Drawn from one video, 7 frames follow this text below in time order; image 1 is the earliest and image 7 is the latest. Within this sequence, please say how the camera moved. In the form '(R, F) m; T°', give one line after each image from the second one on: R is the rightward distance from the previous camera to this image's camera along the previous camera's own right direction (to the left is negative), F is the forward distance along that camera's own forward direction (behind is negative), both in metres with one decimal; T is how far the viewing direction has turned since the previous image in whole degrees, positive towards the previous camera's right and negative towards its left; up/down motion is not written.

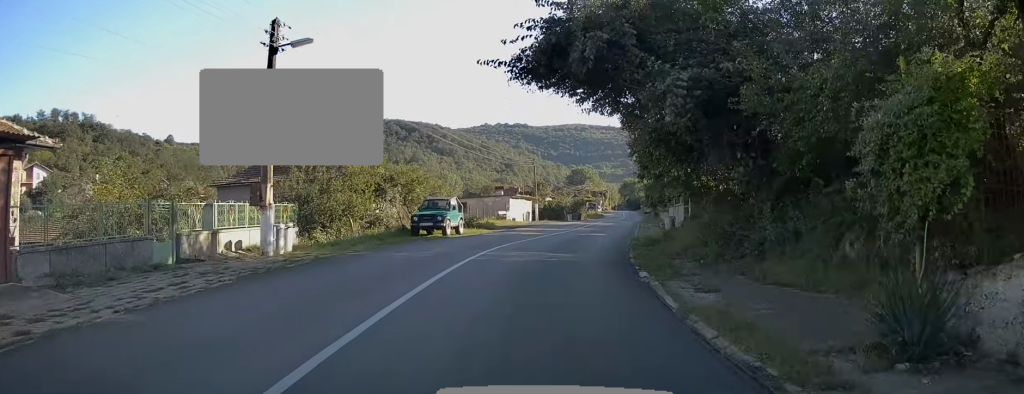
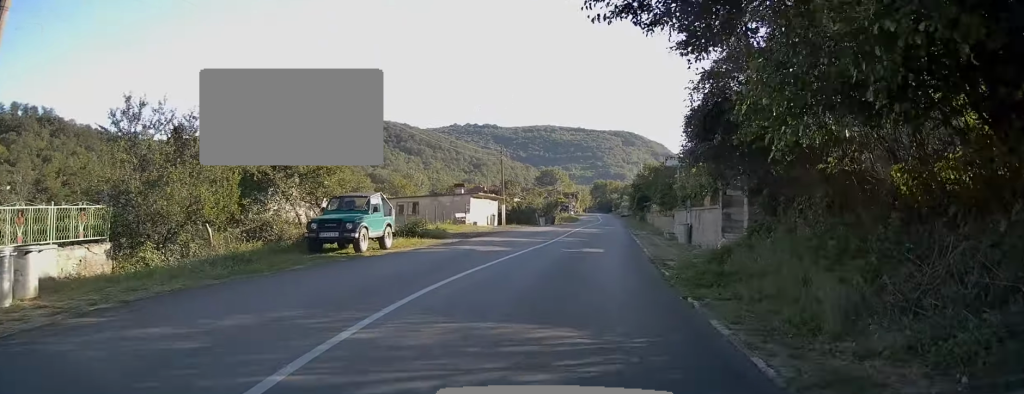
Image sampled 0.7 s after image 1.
(0.0, +9.5) m; +2°
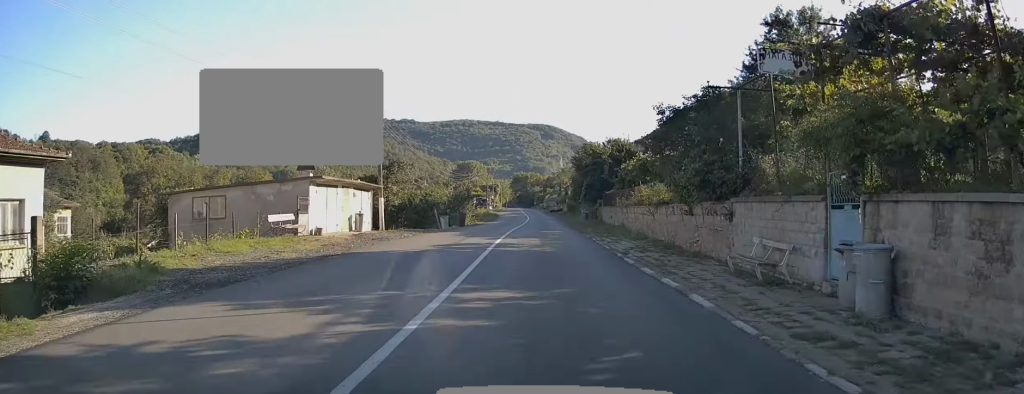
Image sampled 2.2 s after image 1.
(+1.1, +18.4) m; +6°
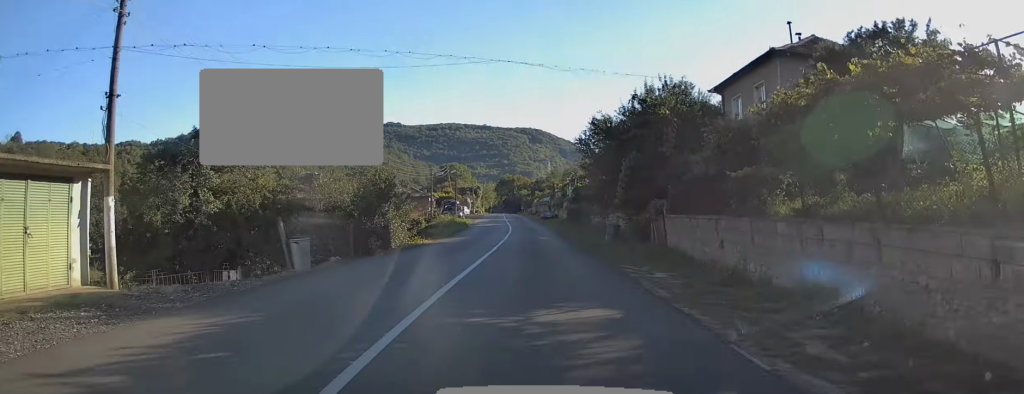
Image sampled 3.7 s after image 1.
(+0.6, +20.9) m; +2°
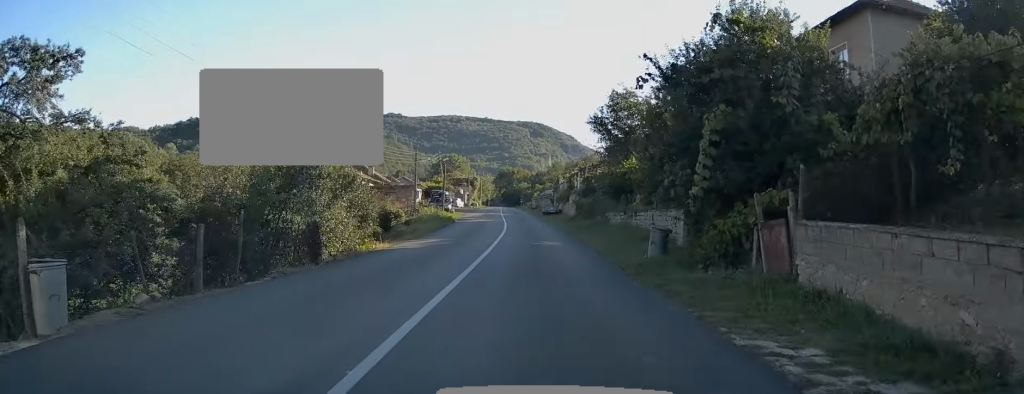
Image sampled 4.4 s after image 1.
(-0.1, +8.6) m; 0°
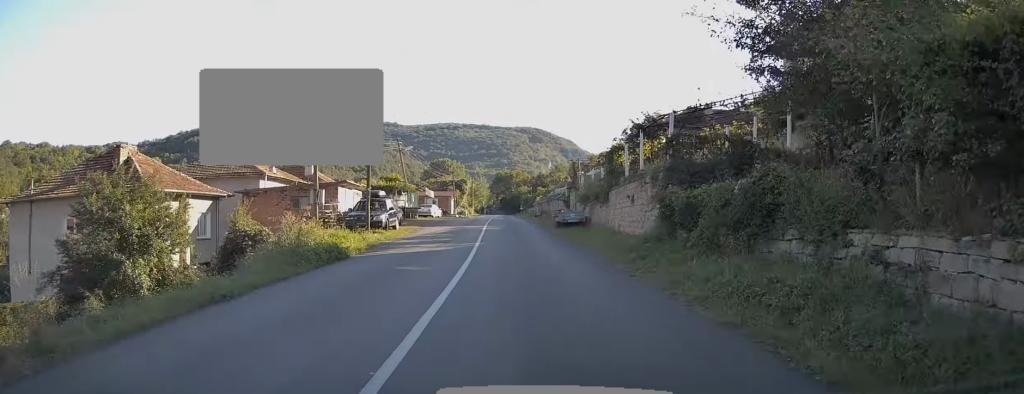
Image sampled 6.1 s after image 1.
(0.0, +24.2) m; -1°
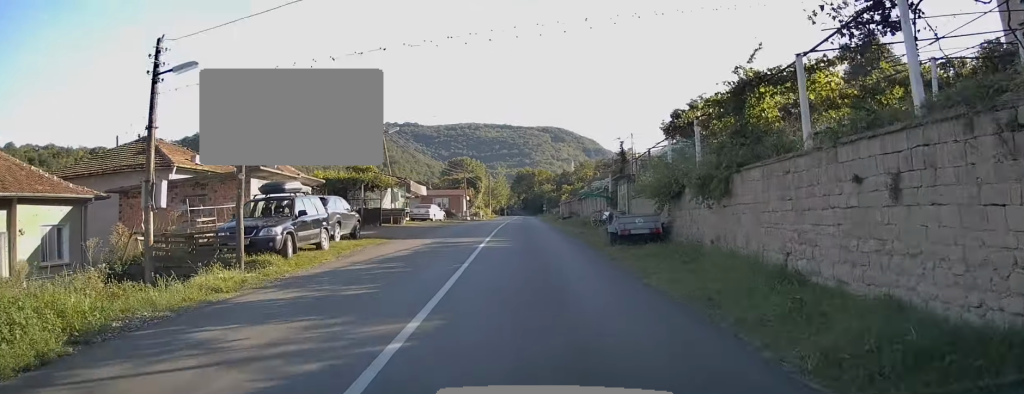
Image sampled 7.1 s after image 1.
(-0.1, +13.6) m; -1°
